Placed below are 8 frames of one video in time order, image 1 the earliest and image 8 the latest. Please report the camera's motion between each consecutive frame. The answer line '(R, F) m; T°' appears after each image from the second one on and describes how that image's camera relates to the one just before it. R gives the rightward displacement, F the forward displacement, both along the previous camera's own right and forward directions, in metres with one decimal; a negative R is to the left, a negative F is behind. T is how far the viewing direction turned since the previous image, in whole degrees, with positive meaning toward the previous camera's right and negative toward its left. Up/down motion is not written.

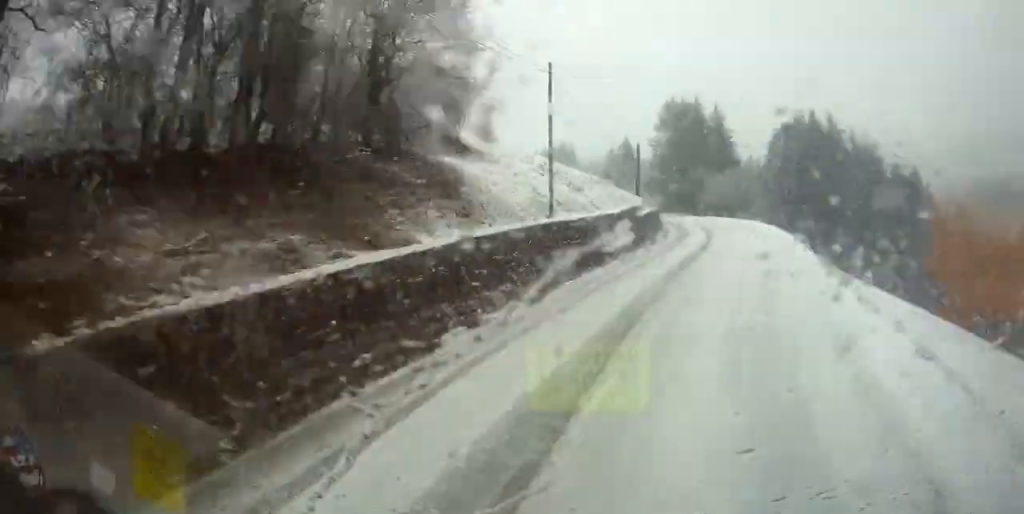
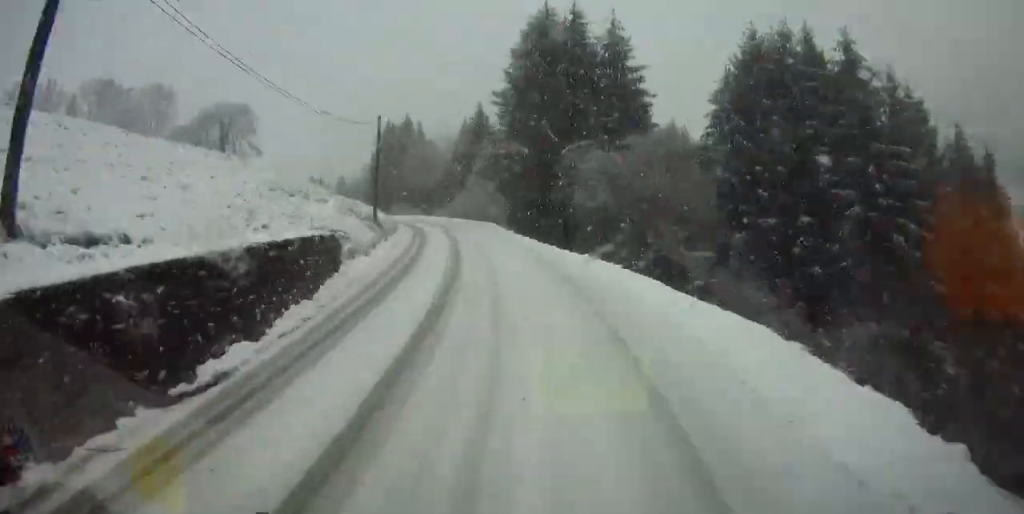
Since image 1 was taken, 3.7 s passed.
(+7.4, +49.9) m; -1°
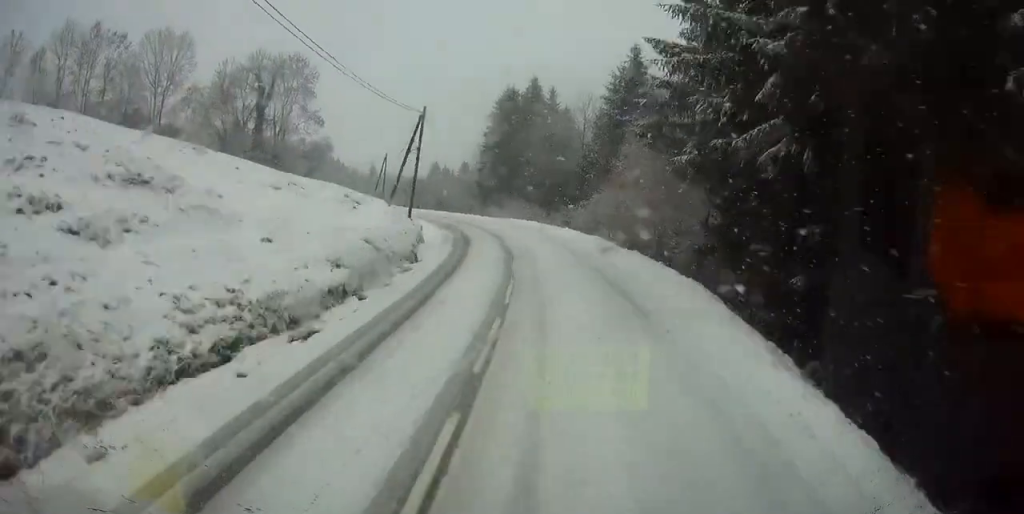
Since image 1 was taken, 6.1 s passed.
(-2.8, +33.5) m; -12°
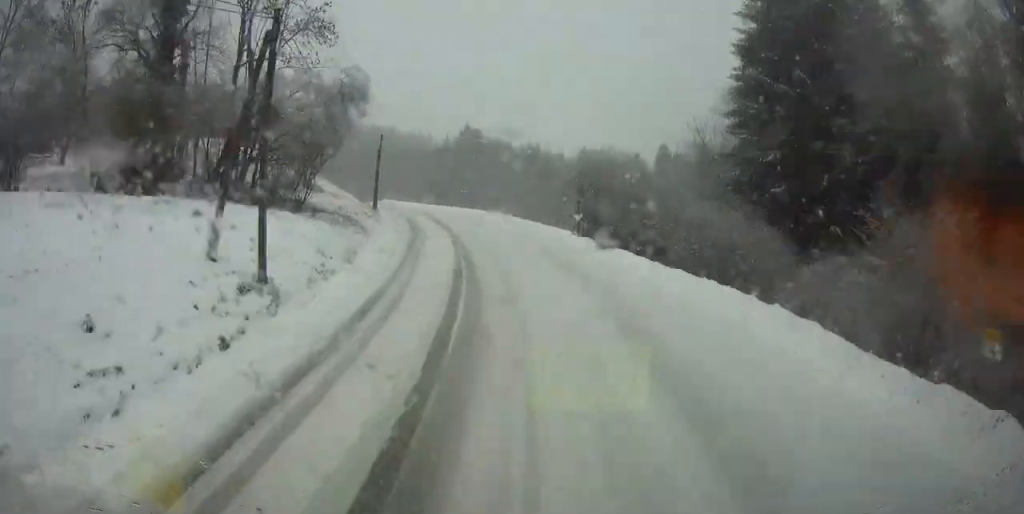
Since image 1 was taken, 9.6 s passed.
(-8.5, +47.6) m; -15°
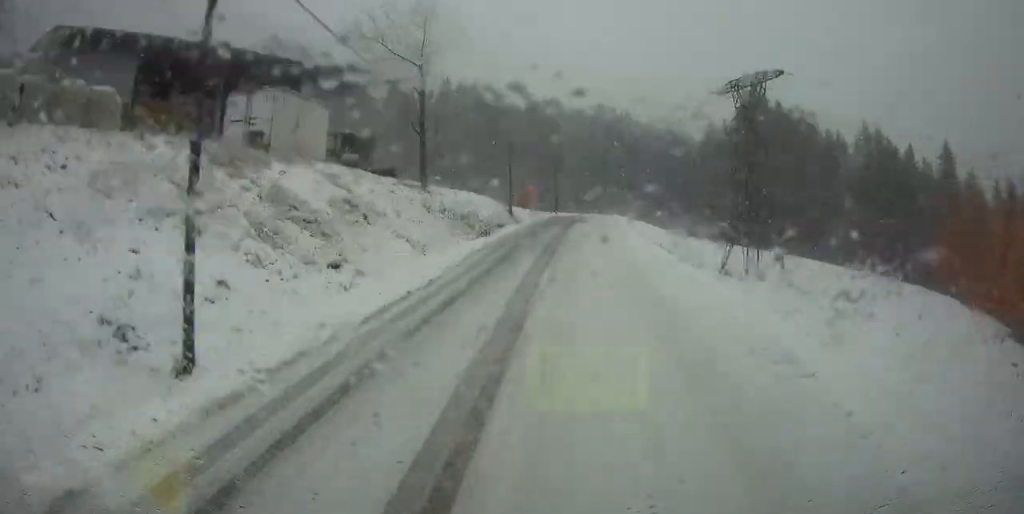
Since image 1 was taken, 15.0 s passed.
(-9.9, +71.5) m; -10°
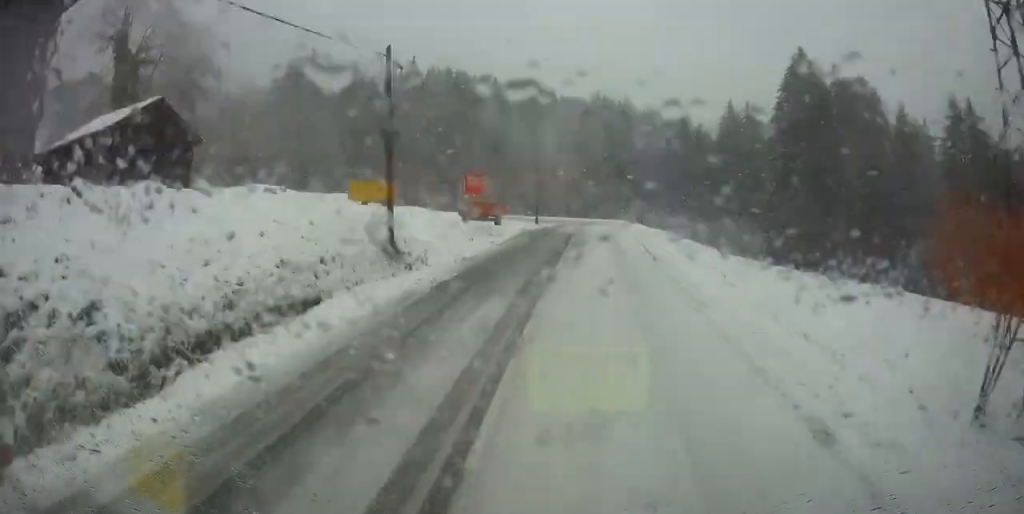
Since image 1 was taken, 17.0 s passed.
(+0.4, +22.4) m; -3°
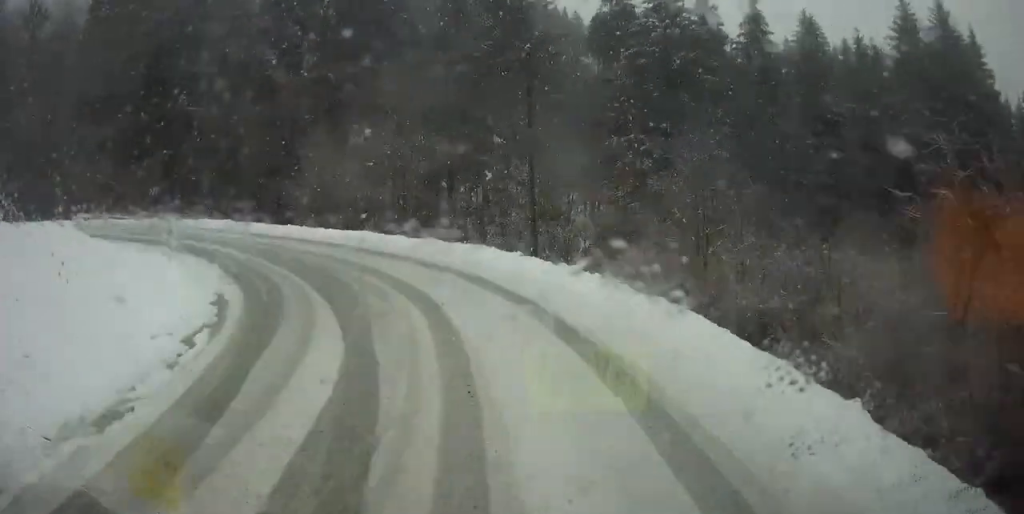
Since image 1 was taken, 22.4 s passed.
(-4.7, +56.0) m; -43°
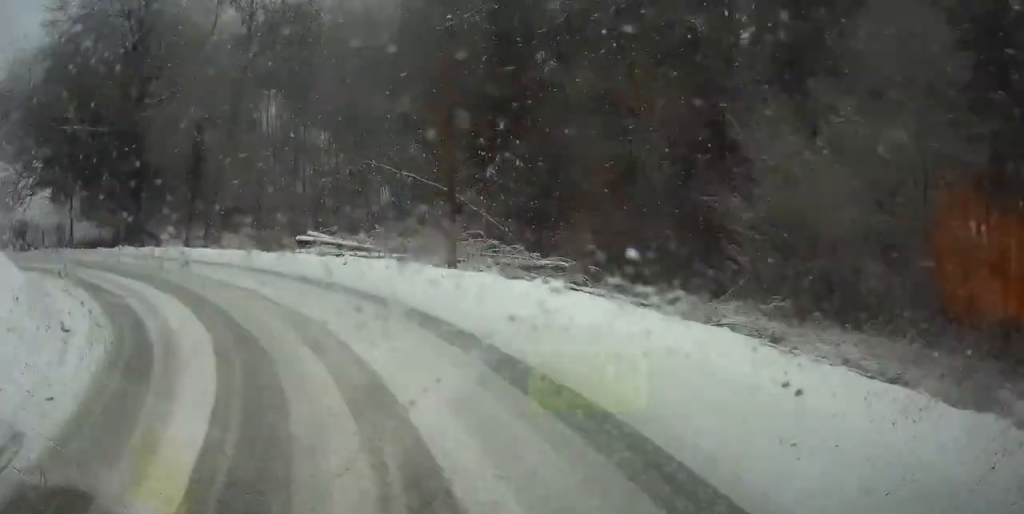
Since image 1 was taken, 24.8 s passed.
(-9.6, +12.2) m; -46°
